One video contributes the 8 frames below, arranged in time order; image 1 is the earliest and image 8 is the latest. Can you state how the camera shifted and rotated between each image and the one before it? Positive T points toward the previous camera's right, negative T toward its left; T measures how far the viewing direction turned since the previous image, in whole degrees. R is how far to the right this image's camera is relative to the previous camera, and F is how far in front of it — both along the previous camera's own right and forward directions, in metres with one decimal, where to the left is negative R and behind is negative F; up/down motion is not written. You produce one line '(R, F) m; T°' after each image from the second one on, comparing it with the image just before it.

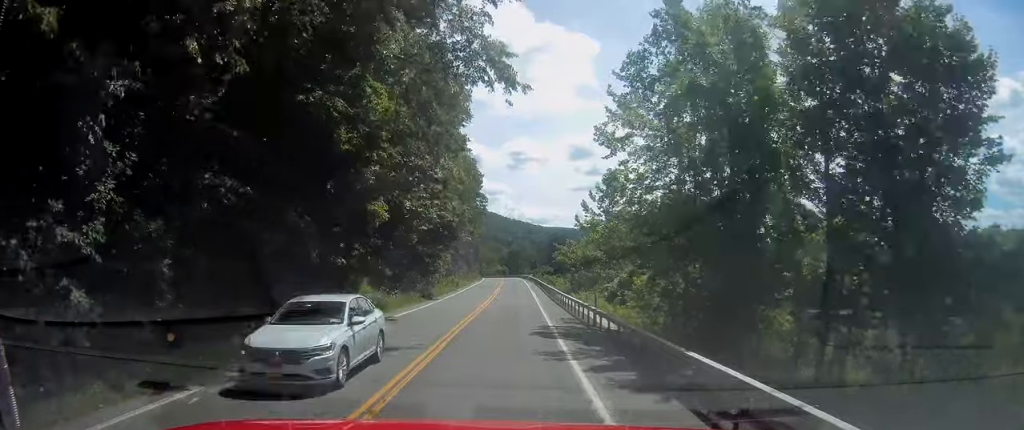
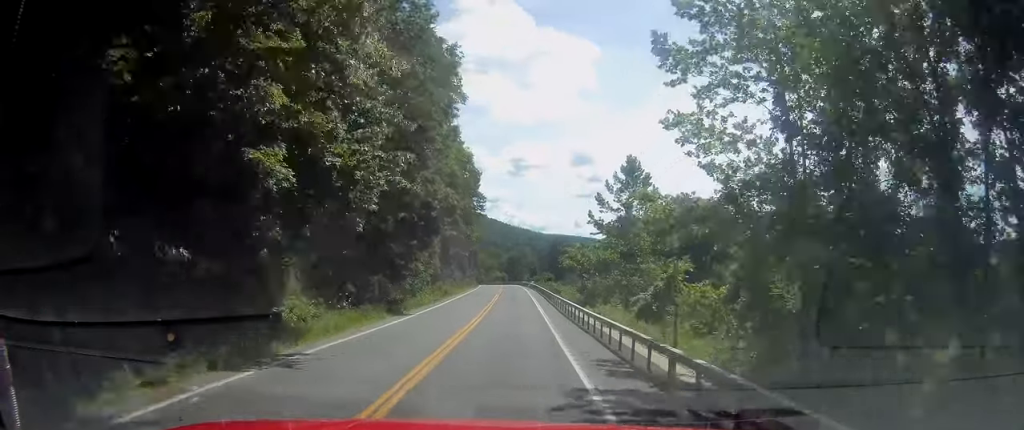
(0.0, +10.8) m; 0°
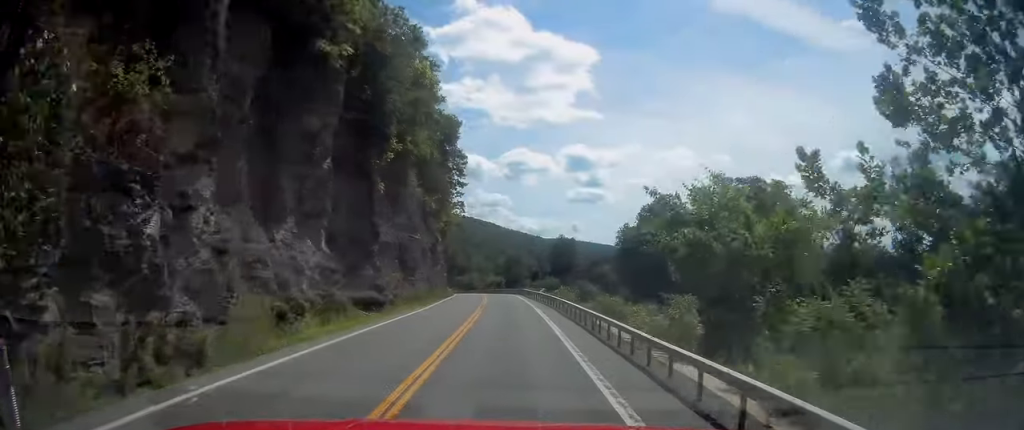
(+0.1, +43.7) m; 0°
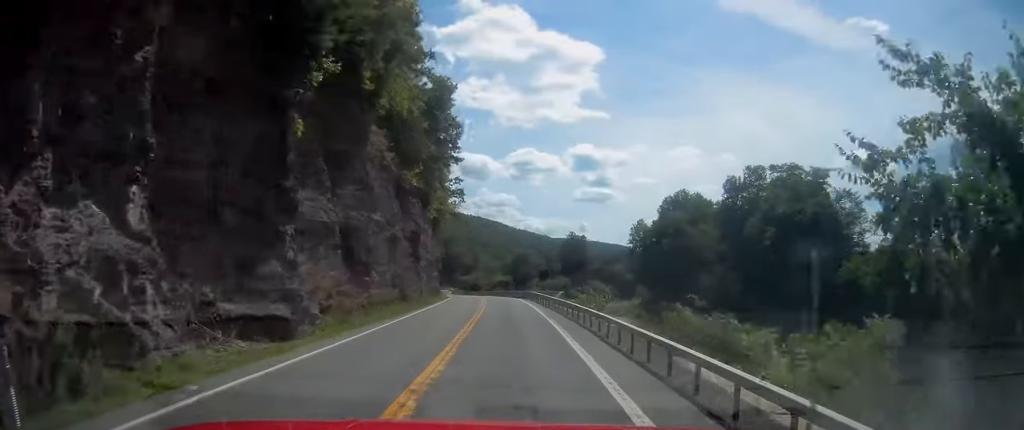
(+0.1, +16.0) m; -1°
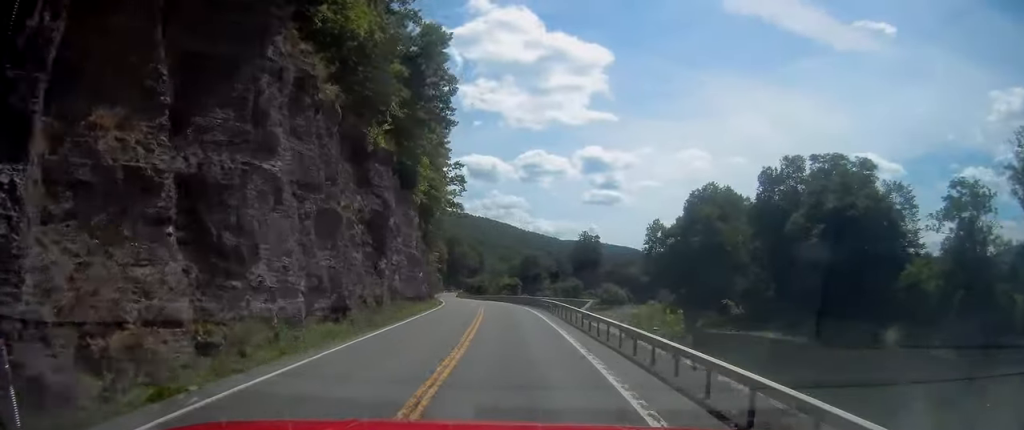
(-0.5, +15.1) m; -1°
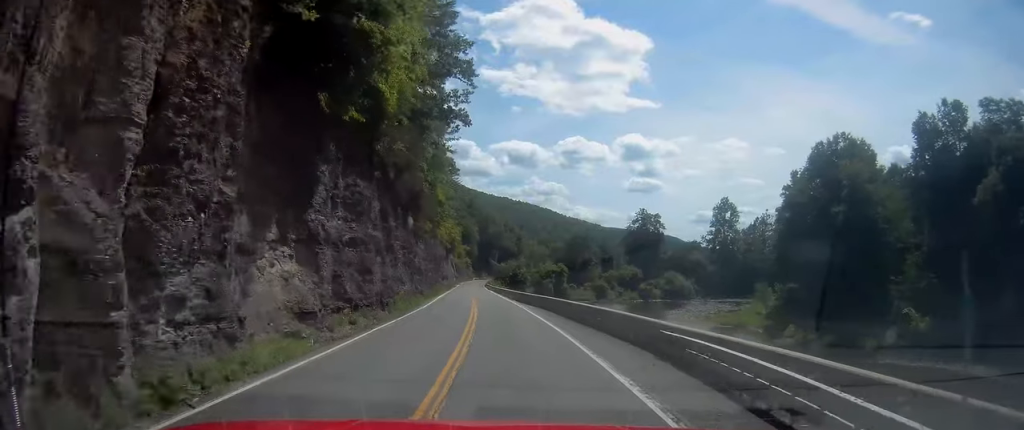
(-0.4, +40.5) m; -2°
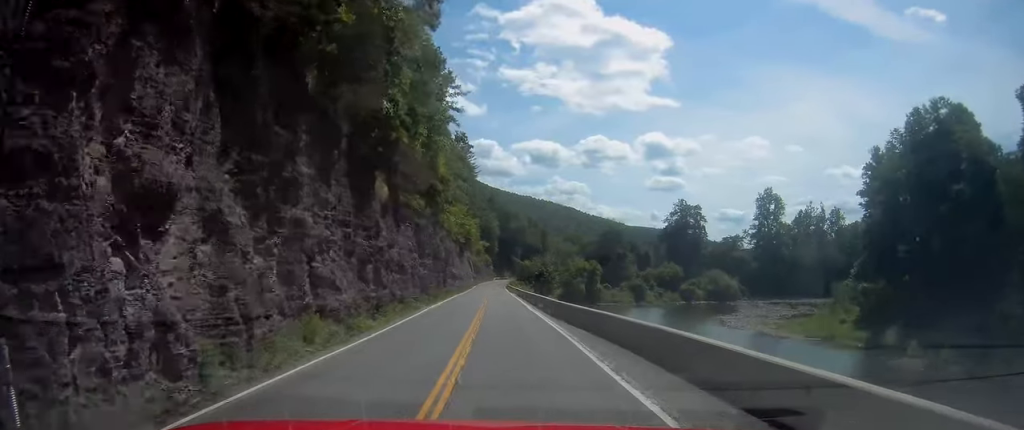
(-0.4, +20.7) m; -2°
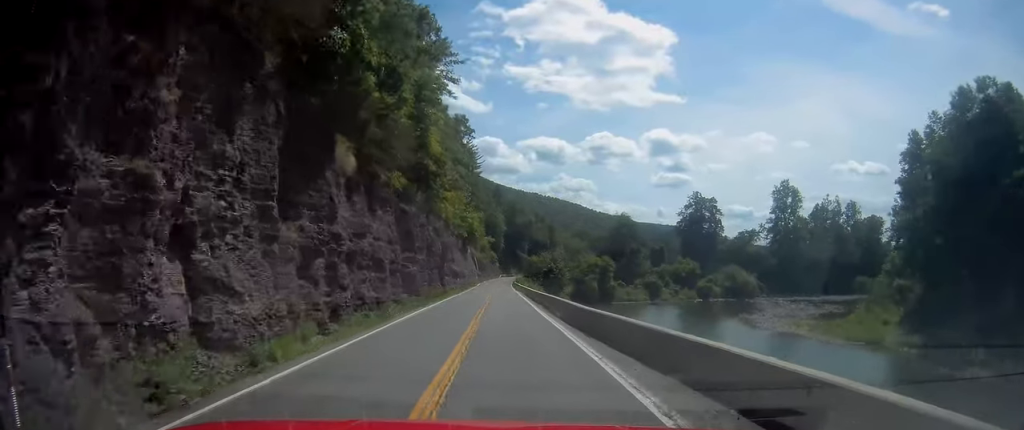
(0.0, +8.9) m; -1°
